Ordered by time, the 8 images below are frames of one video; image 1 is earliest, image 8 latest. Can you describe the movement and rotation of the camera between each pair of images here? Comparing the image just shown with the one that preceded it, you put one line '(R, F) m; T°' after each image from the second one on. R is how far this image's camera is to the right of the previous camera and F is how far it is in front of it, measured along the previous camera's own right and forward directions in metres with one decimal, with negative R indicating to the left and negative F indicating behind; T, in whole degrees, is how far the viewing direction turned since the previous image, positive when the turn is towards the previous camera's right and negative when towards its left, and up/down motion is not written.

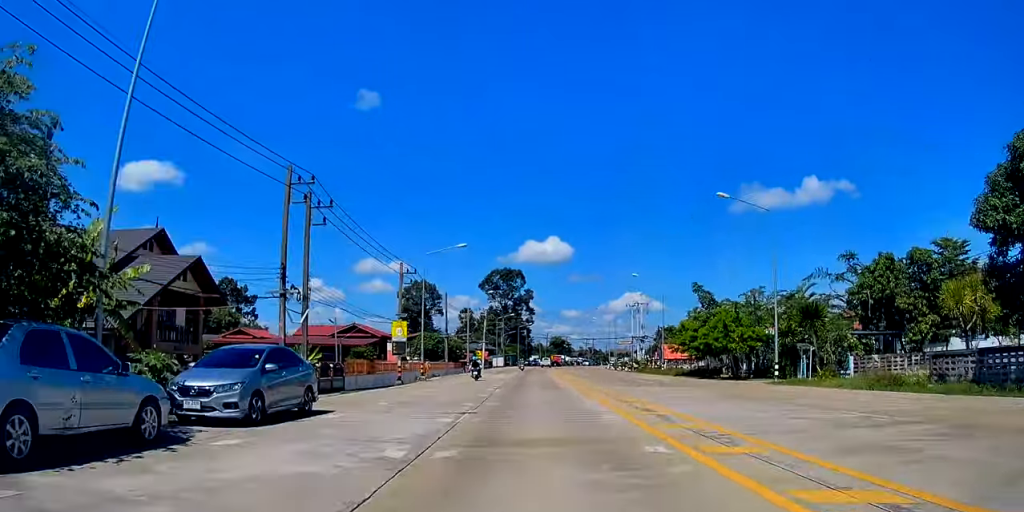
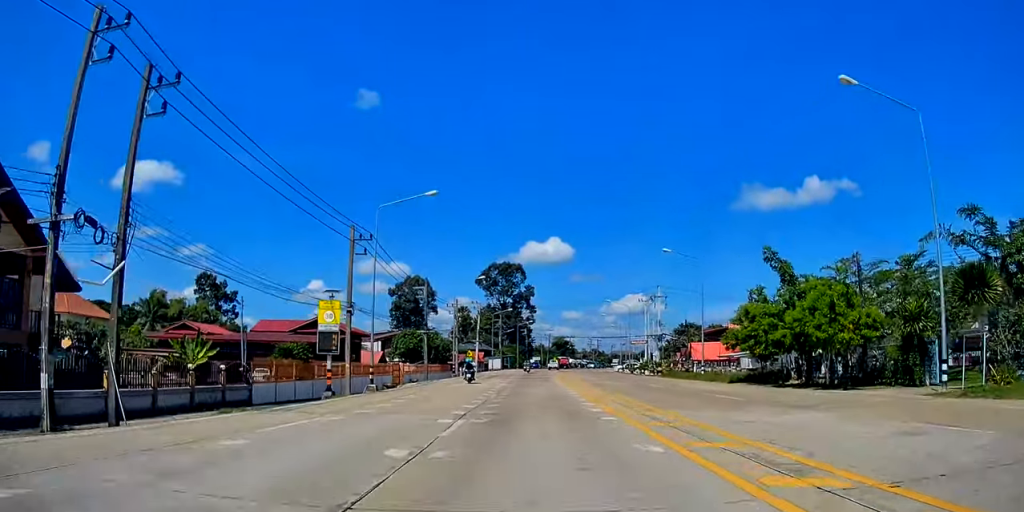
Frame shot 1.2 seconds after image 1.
(-0.4, +14.2) m; -1°
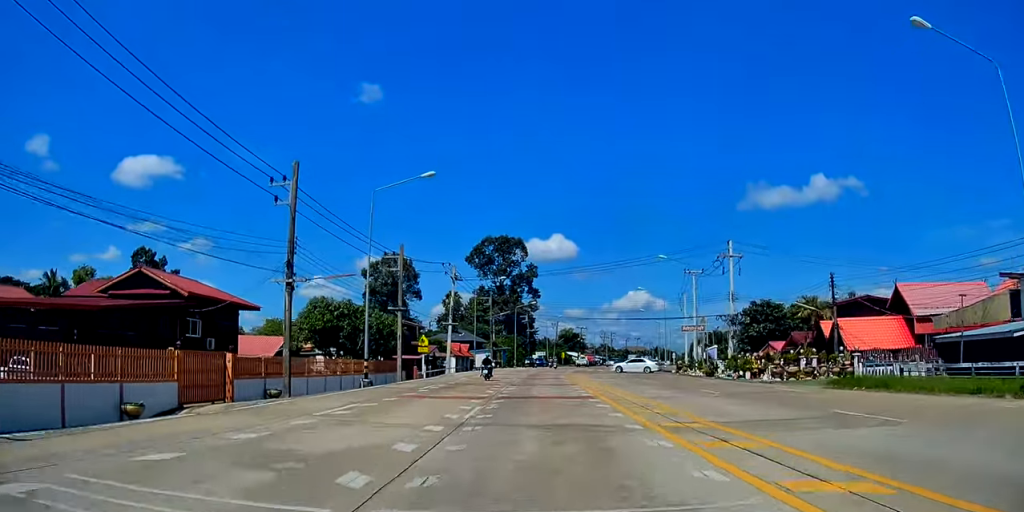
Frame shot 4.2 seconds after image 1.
(0.0, +33.4) m; +4°
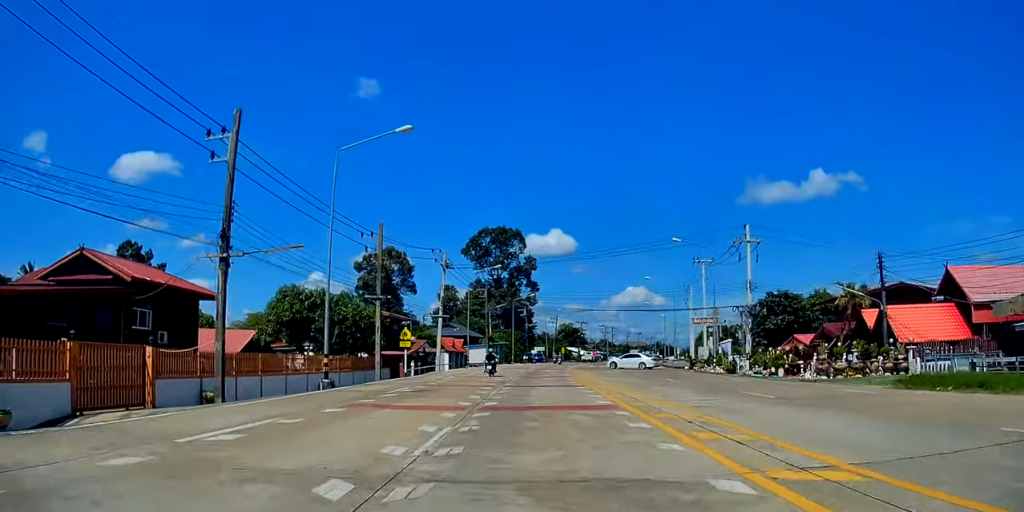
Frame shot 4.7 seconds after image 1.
(+0.2, +5.5) m; +1°
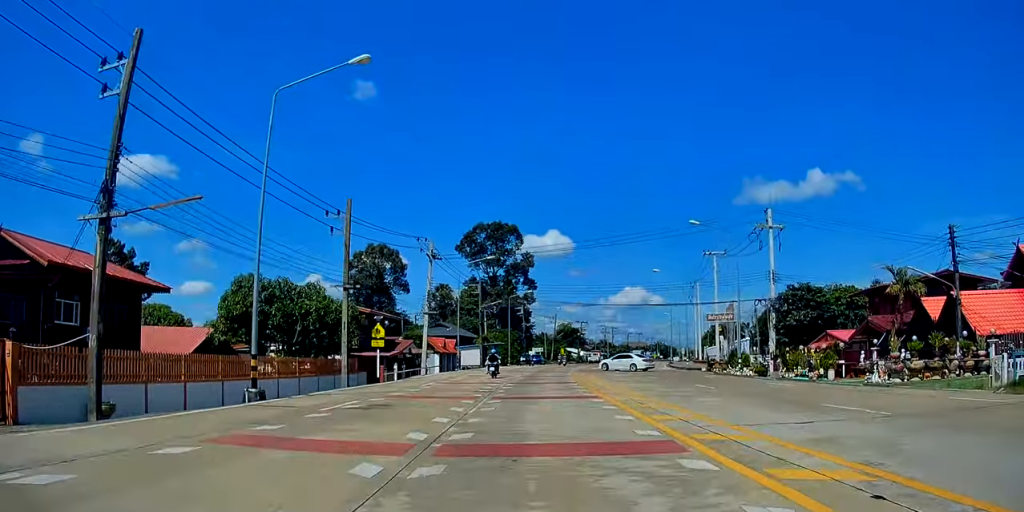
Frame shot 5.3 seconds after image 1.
(+0.5, +5.8) m; 0°
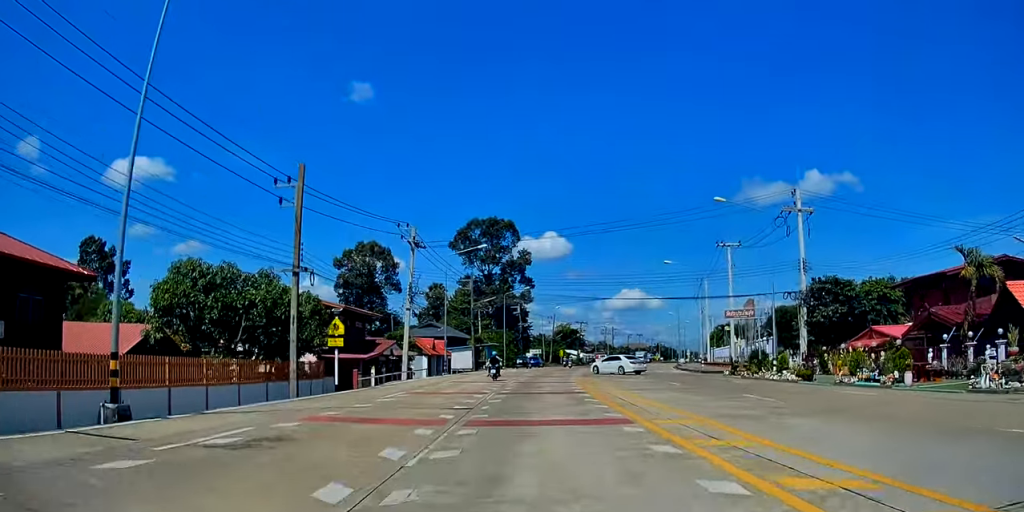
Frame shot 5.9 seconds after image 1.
(-0.3, +6.2) m; -2°
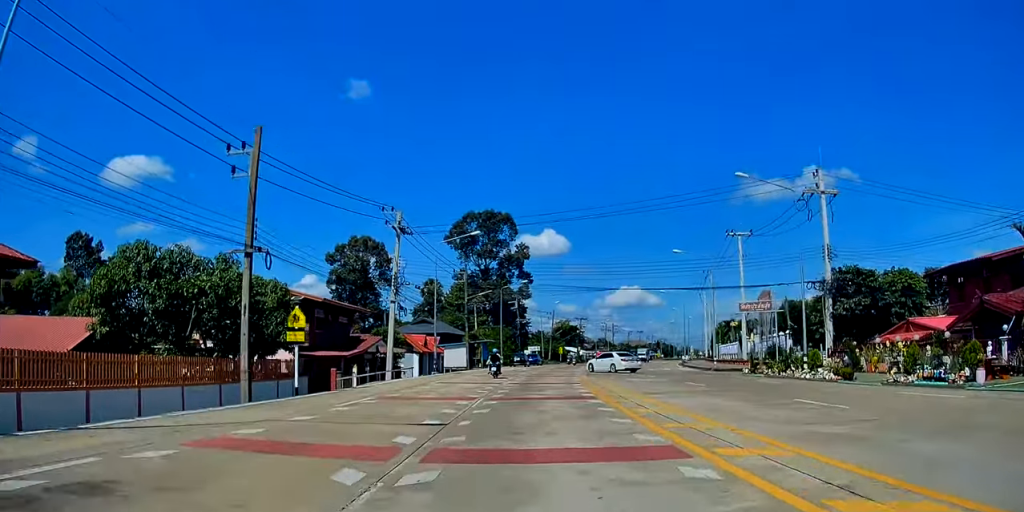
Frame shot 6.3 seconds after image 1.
(-0.2, +4.3) m; -2°
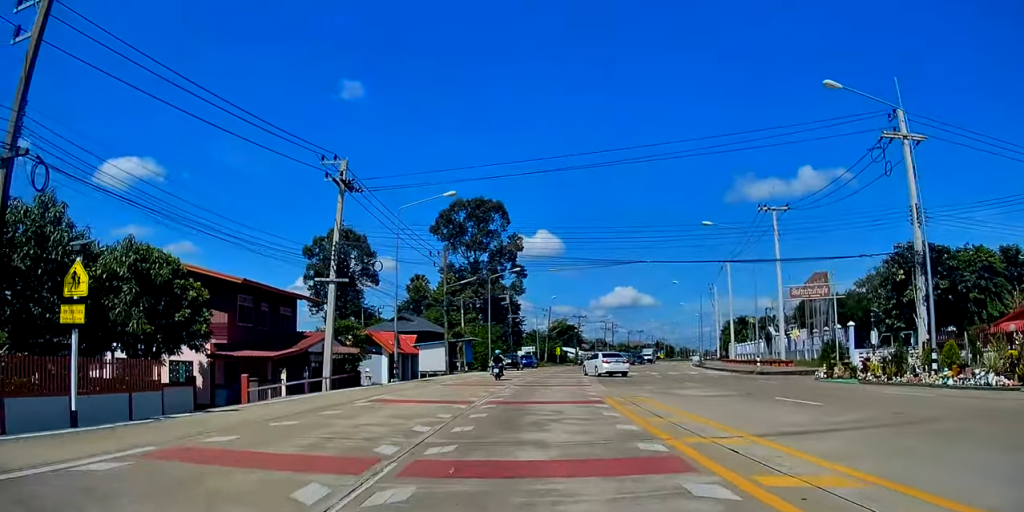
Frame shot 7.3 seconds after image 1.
(-0.1, +10.5) m; 0°
